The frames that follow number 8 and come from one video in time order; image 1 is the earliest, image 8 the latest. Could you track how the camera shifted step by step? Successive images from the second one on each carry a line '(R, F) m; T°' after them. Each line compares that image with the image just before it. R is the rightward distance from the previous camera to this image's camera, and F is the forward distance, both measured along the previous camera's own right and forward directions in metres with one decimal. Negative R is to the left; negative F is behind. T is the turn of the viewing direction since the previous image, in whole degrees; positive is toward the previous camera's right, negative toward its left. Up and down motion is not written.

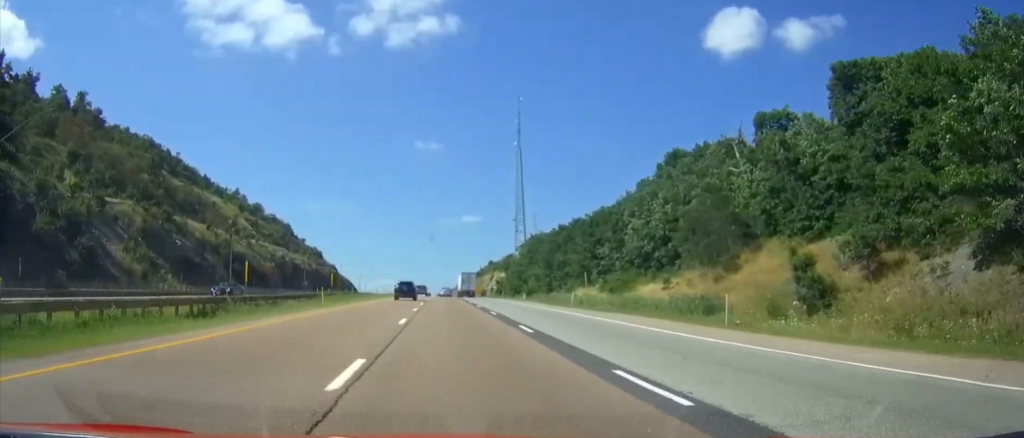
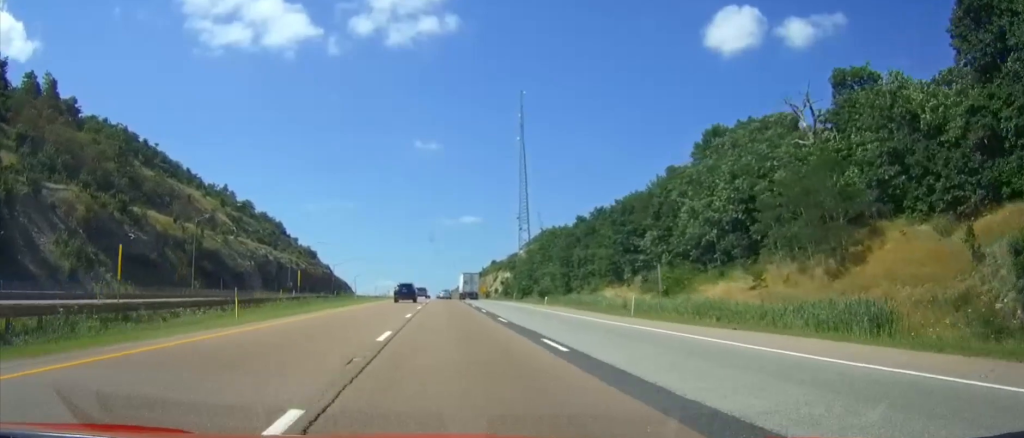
(0.0, +17.7) m; 0°
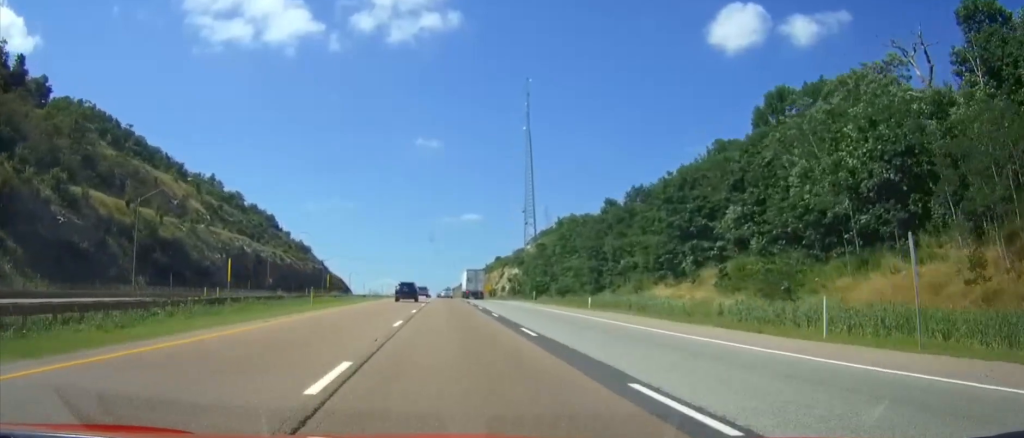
(0.0, +19.9) m; 0°
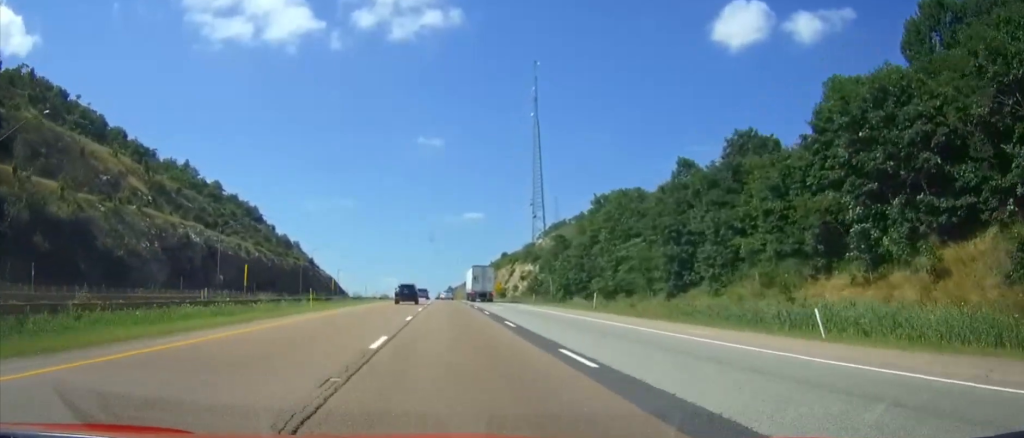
(0.0, +31.1) m; 0°
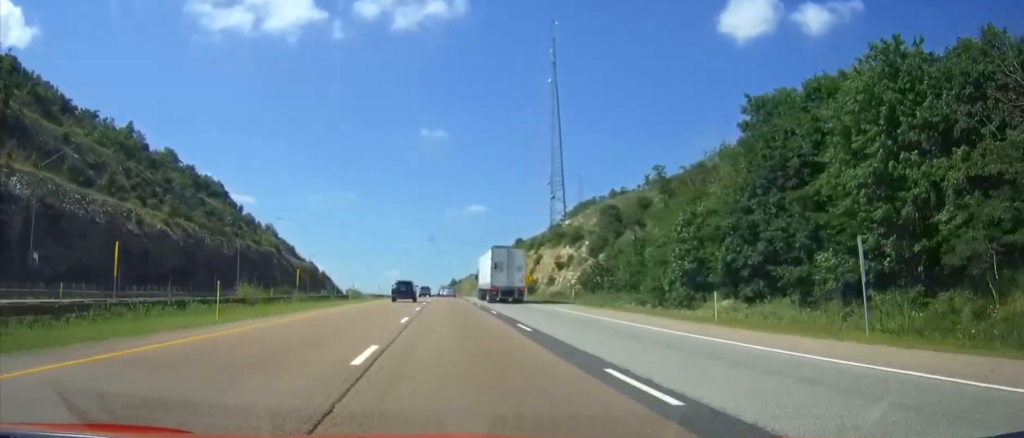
(0.0, +52.4) m; 0°
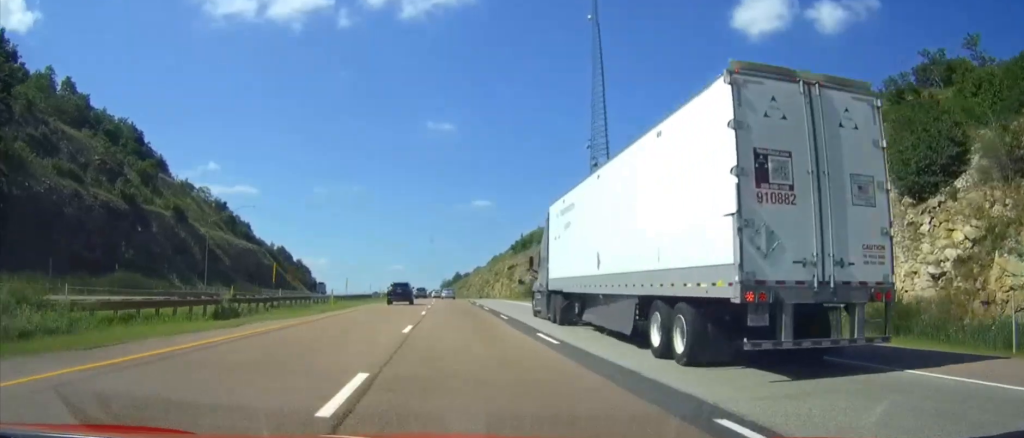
(-0.1, +77.1) m; 0°
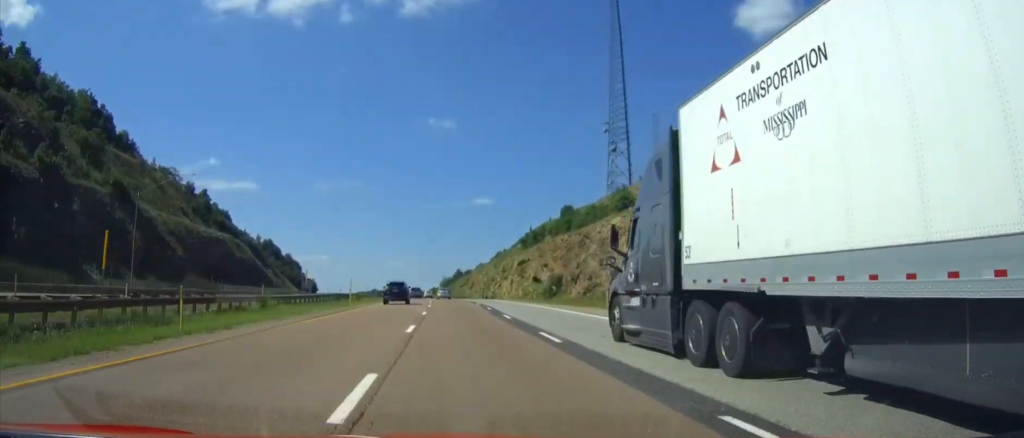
(0.0, +24.5) m; 0°
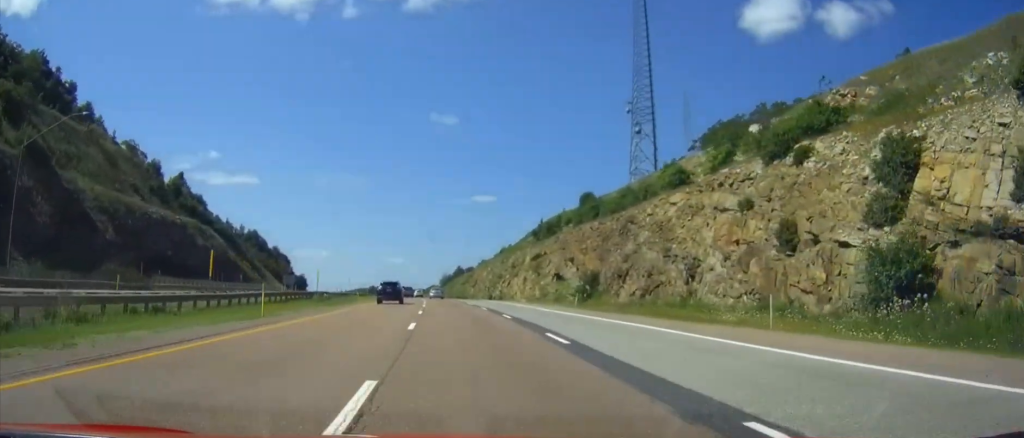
(+0.1, +24.5) m; 0°
